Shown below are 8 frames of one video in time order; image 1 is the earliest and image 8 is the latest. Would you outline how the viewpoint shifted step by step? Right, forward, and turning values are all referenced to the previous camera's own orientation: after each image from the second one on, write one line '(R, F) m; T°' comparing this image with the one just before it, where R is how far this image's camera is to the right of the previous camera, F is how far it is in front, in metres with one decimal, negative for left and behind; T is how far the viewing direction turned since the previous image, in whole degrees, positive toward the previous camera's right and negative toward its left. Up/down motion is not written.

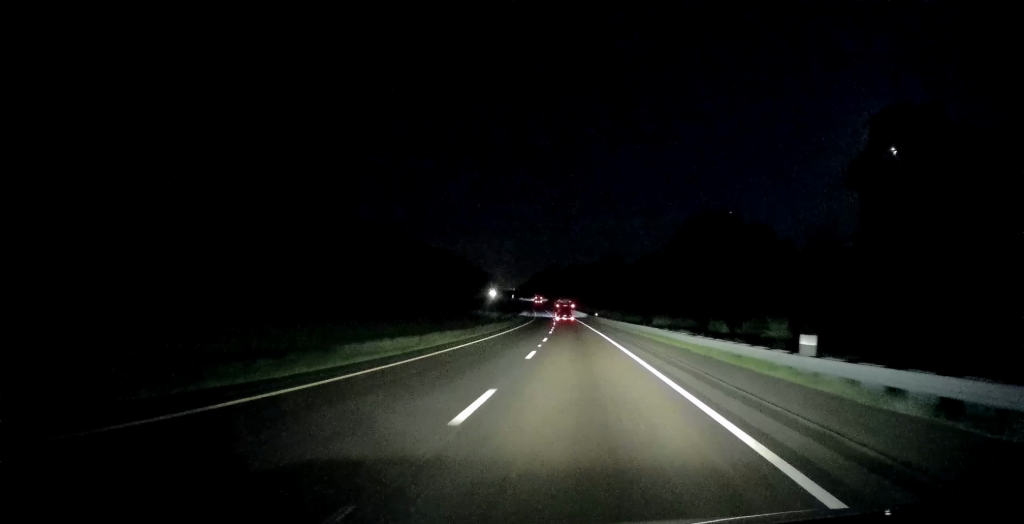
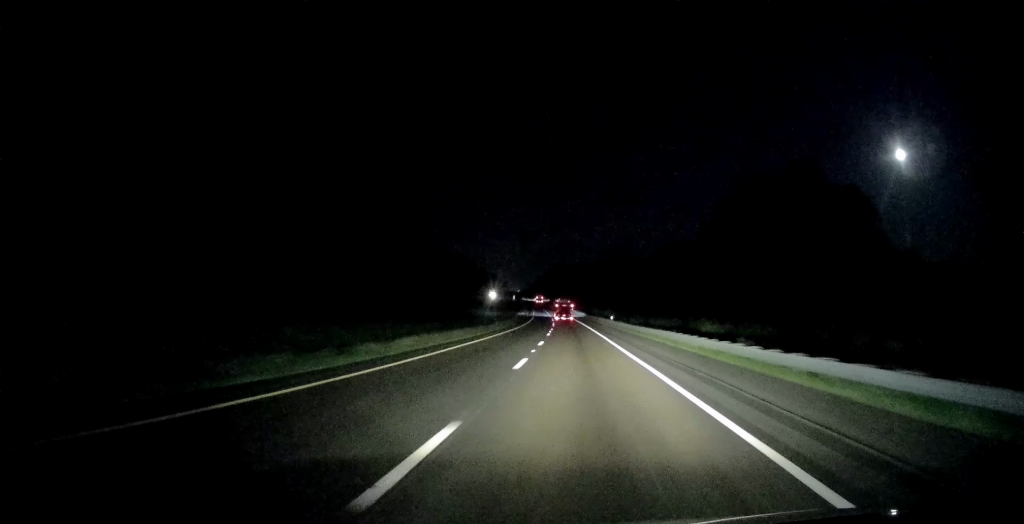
(-0.2, +27.7) m; 0°
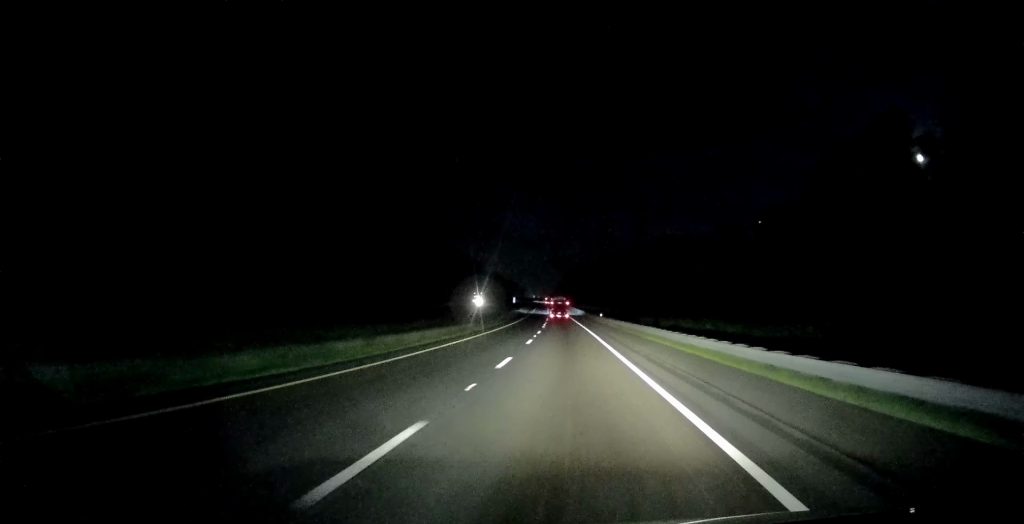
(-1.2, +83.8) m; -2°
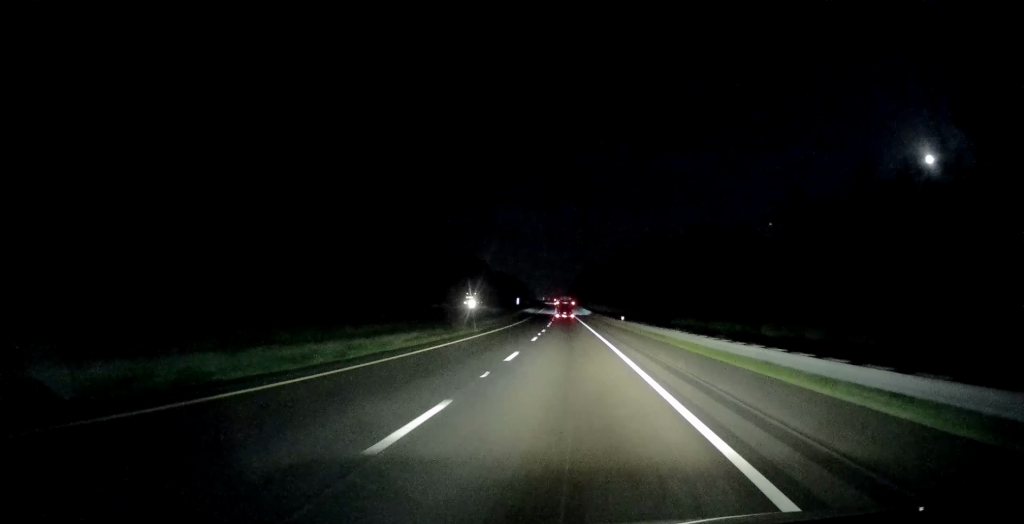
(0.0, +22.1) m; -1°
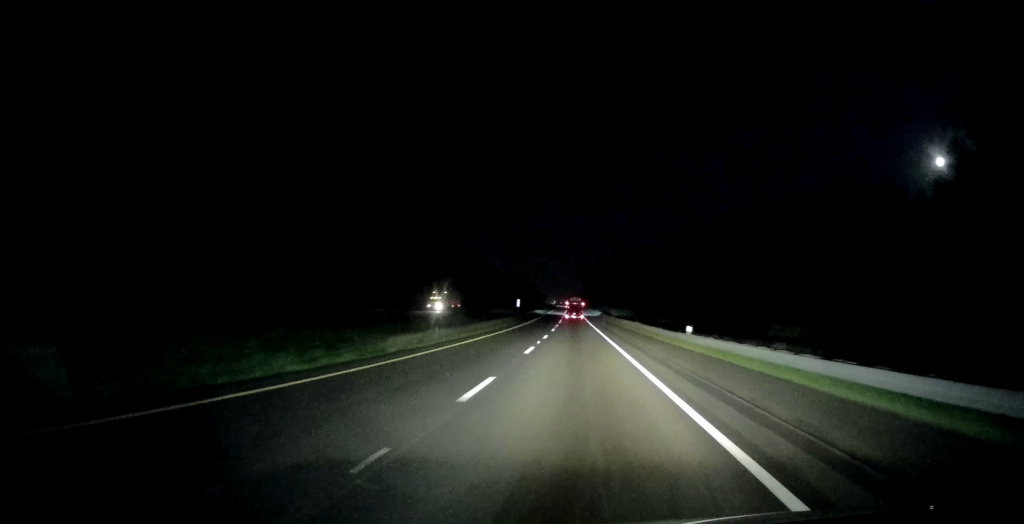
(-0.3, +32.1) m; -1°
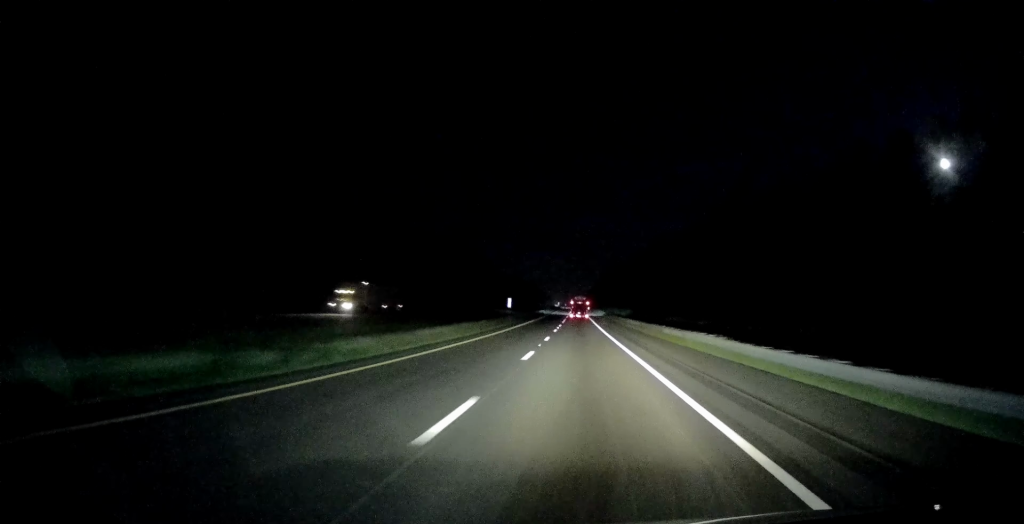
(-0.4, +27.7) m; -1°
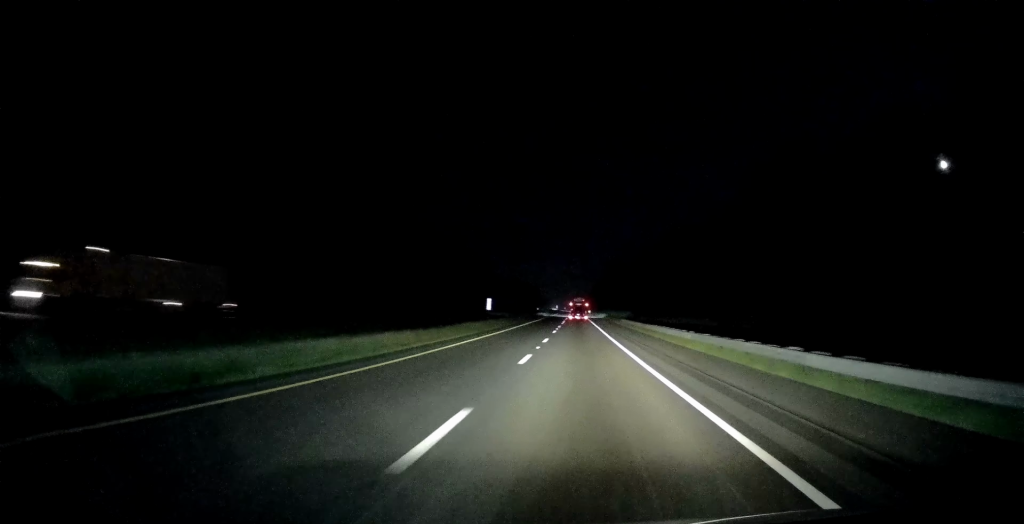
(-0.3, +26.5) m; -1°
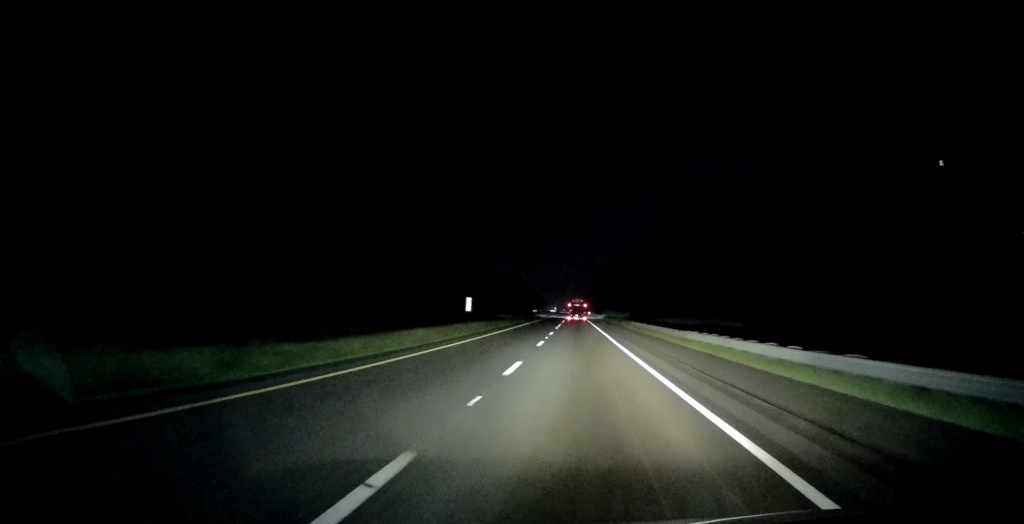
(-0.1, +15.4) m; 0°
